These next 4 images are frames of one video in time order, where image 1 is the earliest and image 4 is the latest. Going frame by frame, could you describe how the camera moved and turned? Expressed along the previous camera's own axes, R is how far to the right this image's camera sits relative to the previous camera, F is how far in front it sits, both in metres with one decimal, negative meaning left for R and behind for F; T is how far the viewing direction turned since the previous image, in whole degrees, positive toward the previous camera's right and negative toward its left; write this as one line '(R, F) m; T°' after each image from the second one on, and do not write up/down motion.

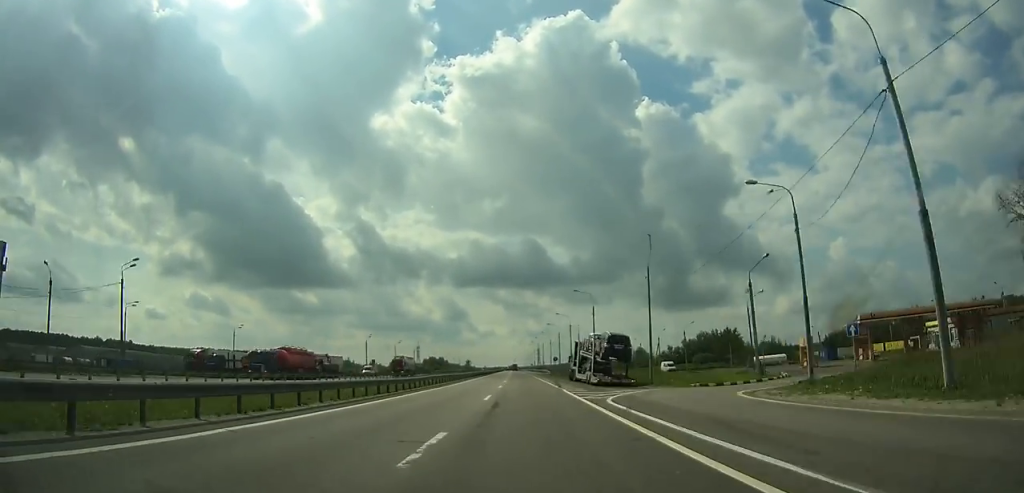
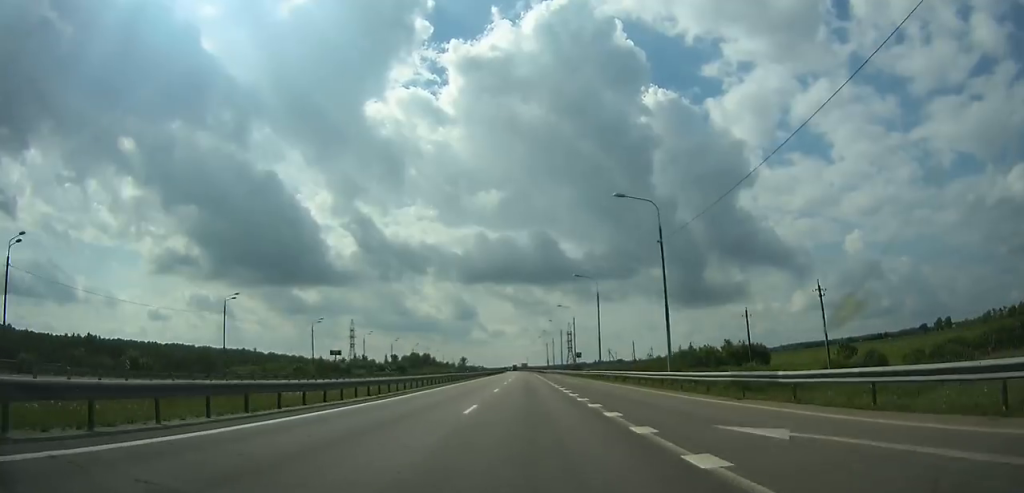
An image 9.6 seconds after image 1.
(-2.0, +217.2) m; -1°
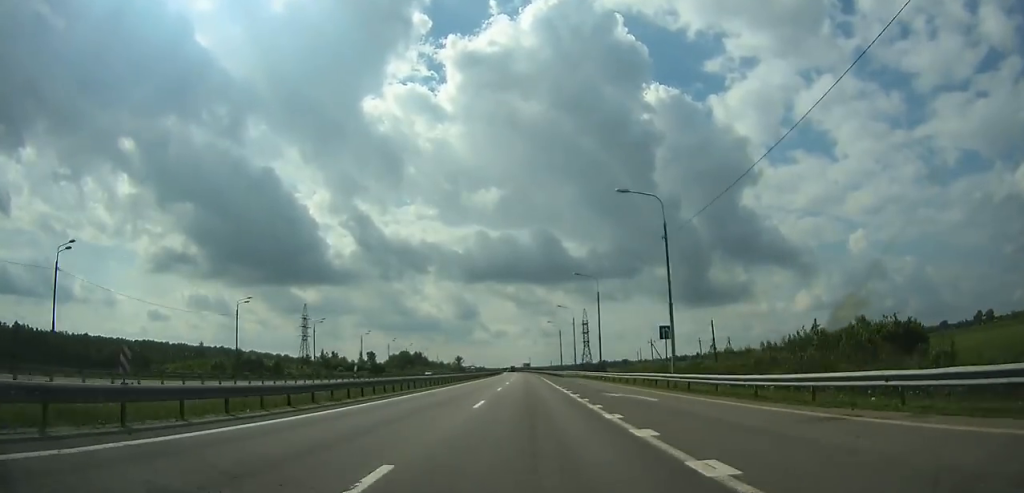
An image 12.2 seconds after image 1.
(0.0, +61.2) m; 0°
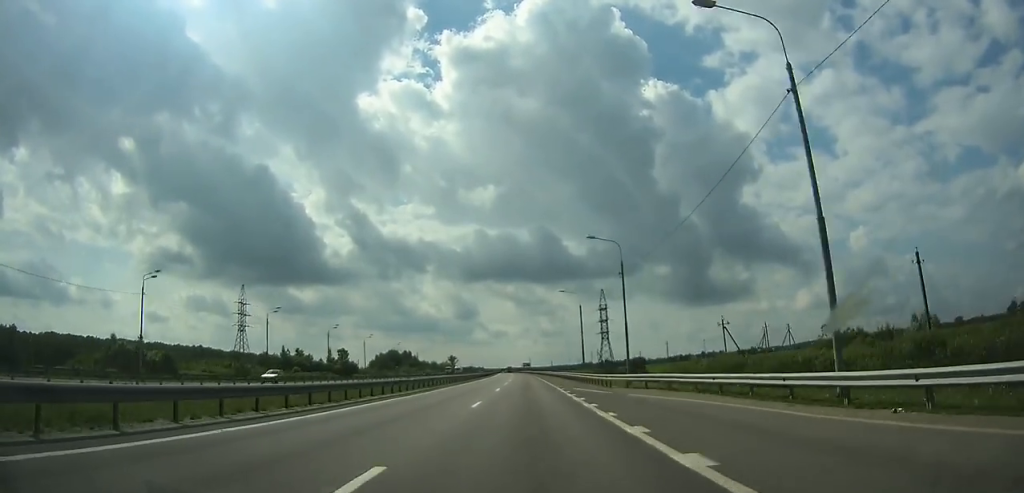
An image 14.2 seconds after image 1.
(0.0, +47.9) m; 0°
